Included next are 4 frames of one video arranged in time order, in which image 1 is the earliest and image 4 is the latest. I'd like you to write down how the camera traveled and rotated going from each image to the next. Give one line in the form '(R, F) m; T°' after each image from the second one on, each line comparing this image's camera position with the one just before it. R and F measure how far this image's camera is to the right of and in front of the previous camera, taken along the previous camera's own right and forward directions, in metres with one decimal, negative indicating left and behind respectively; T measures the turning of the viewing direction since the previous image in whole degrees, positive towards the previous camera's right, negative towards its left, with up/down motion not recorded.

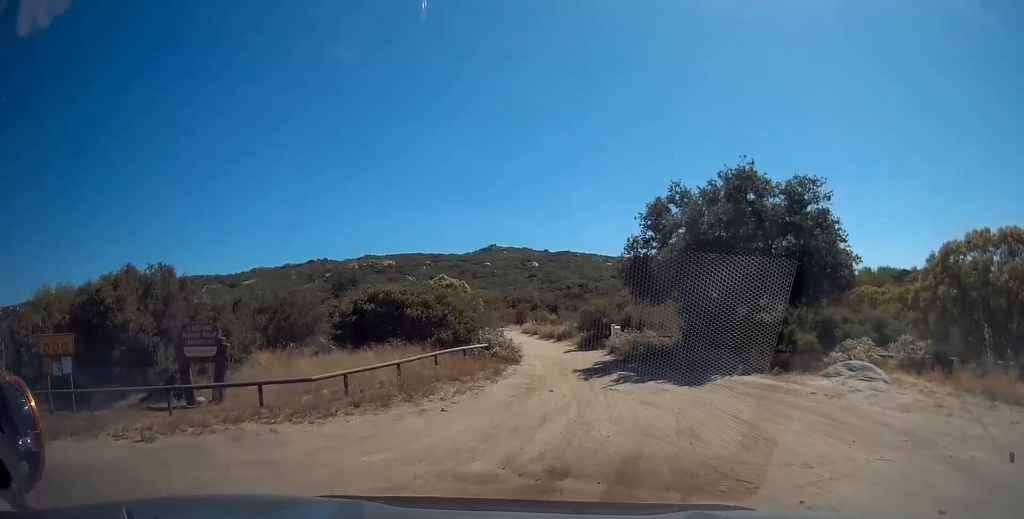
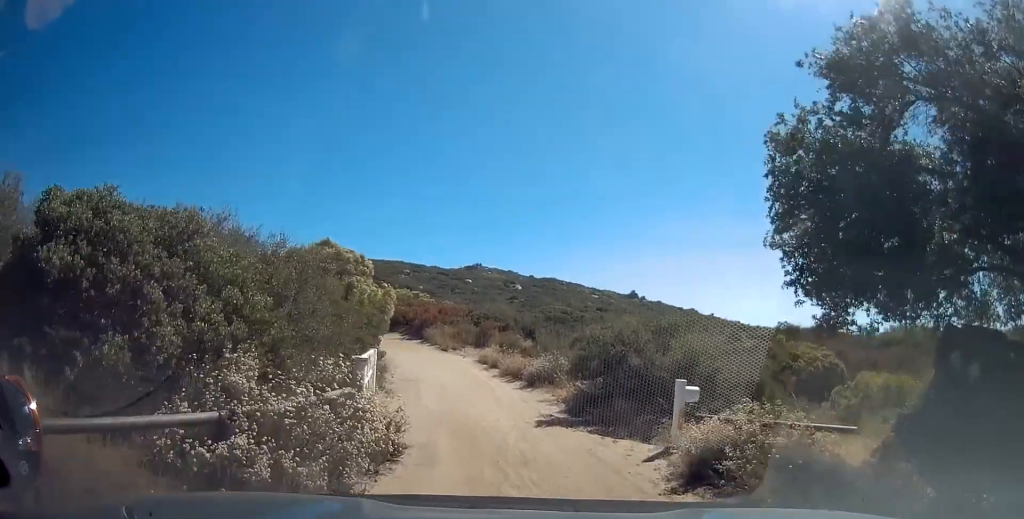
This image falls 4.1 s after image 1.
(-1.6, +15.1) m; -6°
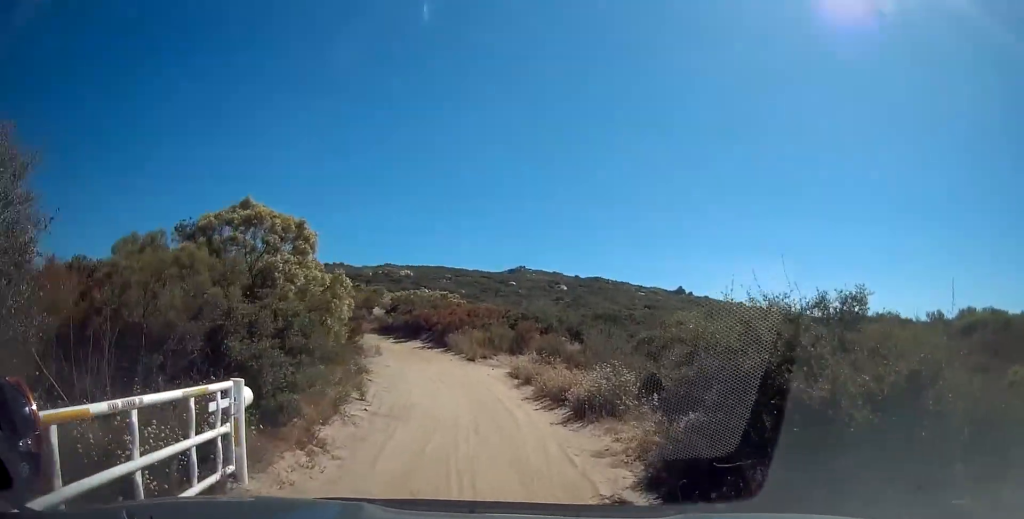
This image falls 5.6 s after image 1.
(-0.6, +6.8) m; -3°
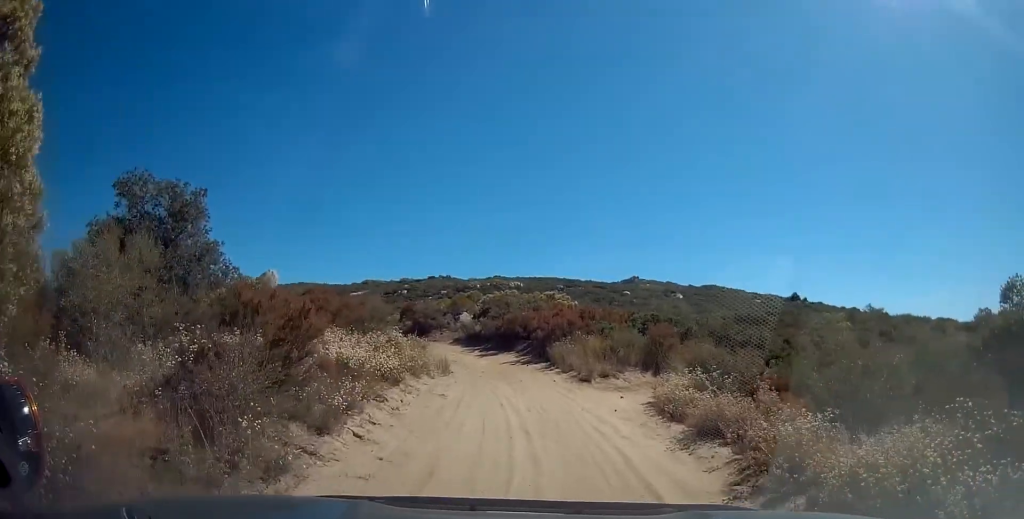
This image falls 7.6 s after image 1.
(-1.0, +10.1) m; -12°
